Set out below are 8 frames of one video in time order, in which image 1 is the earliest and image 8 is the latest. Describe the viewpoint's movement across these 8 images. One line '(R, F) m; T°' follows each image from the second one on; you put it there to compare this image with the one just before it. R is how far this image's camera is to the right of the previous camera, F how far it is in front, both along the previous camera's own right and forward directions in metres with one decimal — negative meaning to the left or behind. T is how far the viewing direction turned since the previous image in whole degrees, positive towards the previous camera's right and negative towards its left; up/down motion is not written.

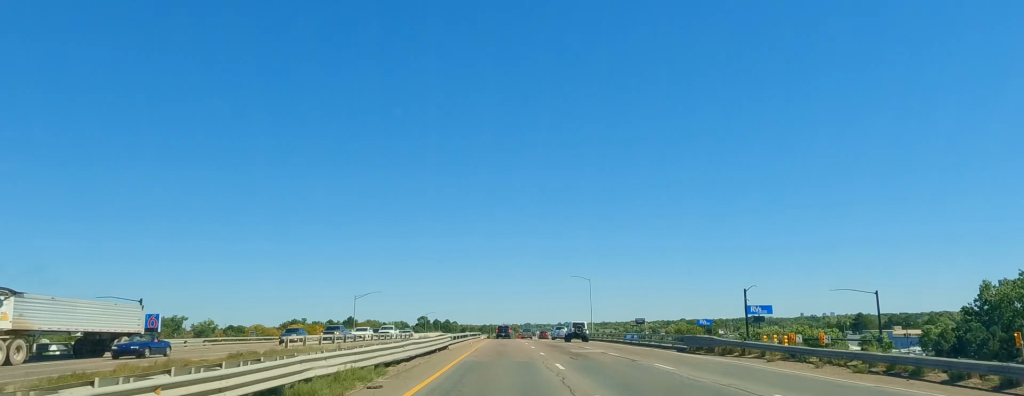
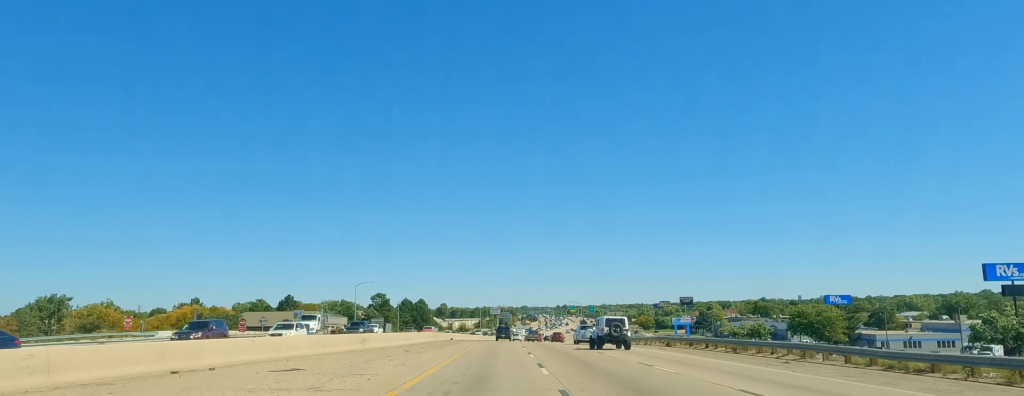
(0.0, +111.1) m; 0°
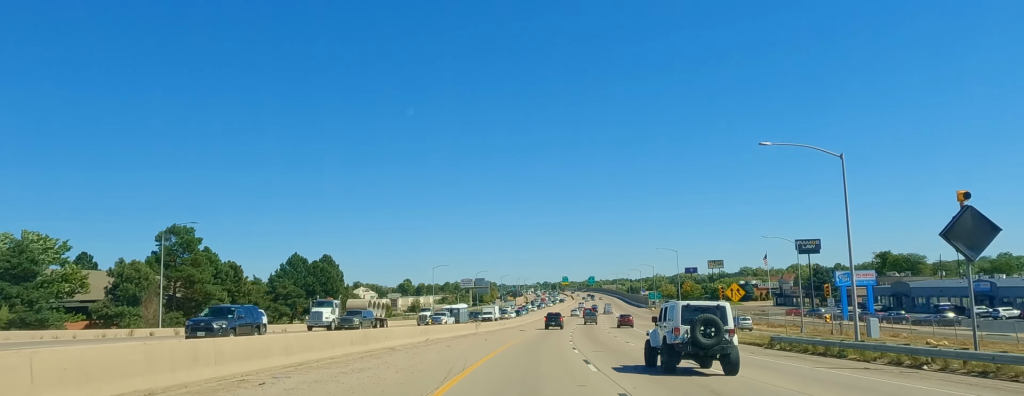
(+4.1, +134.6) m; +5°
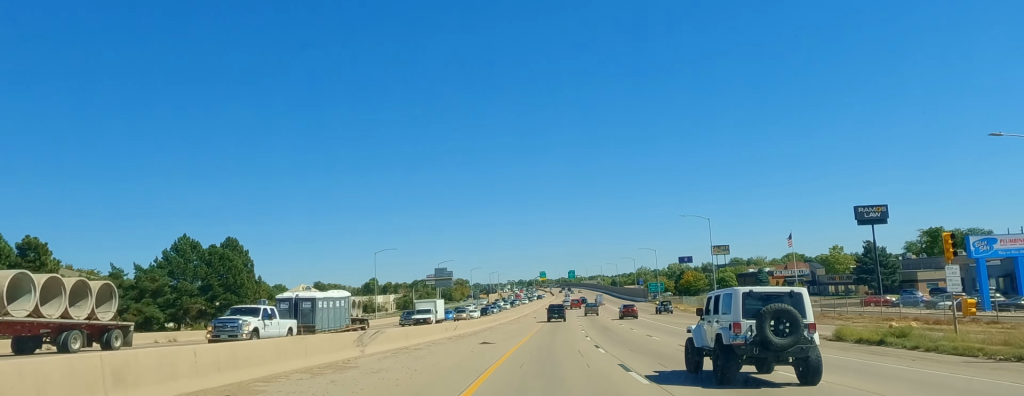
(+0.1, +41.3) m; +2°
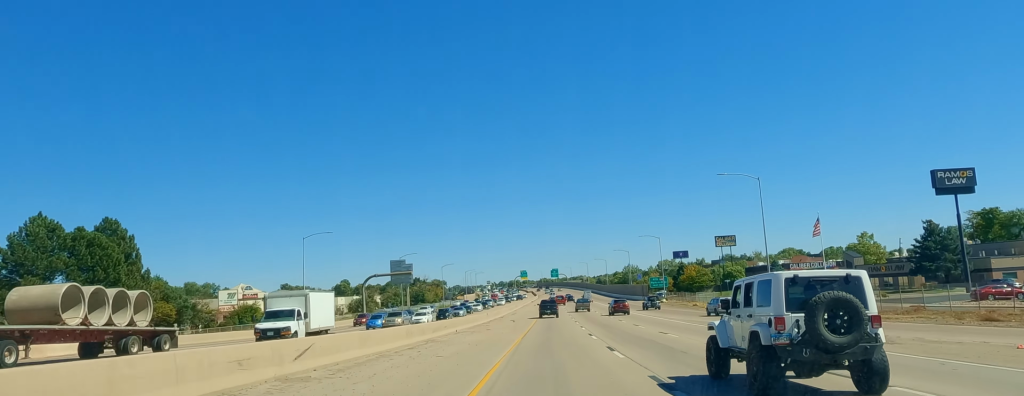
(+0.9, +29.9) m; +1°
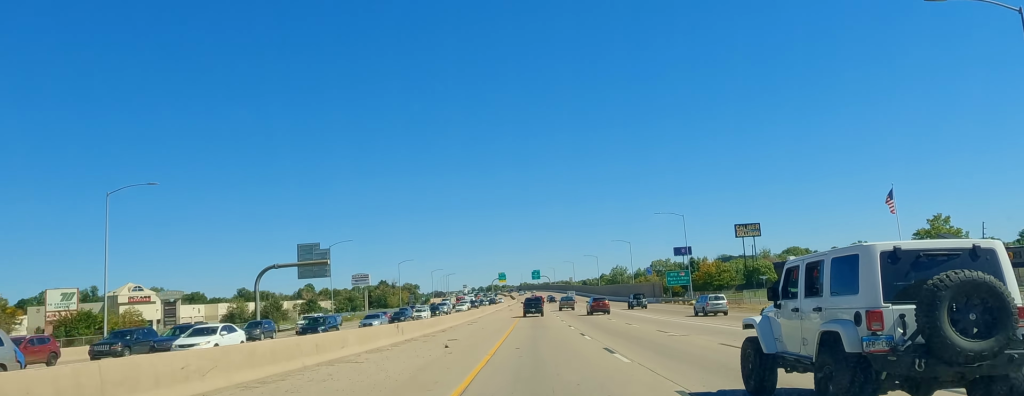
(+1.4, +40.3) m; +1°
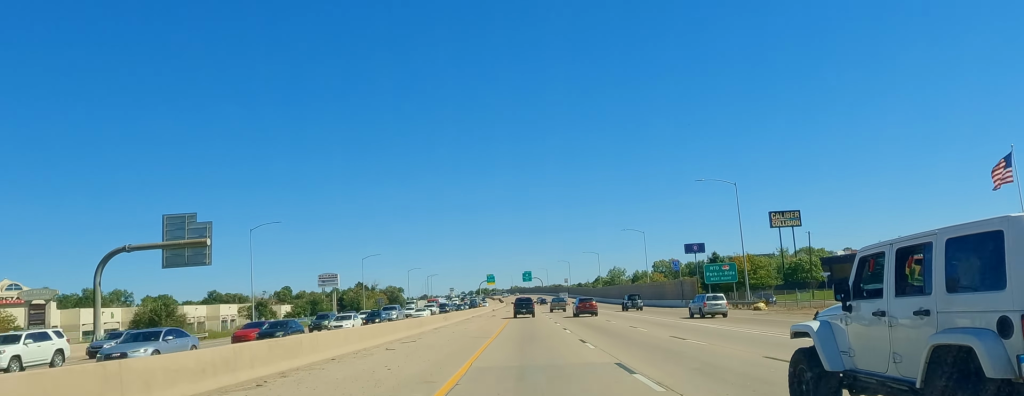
(-0.4, +29.9) m; 0°
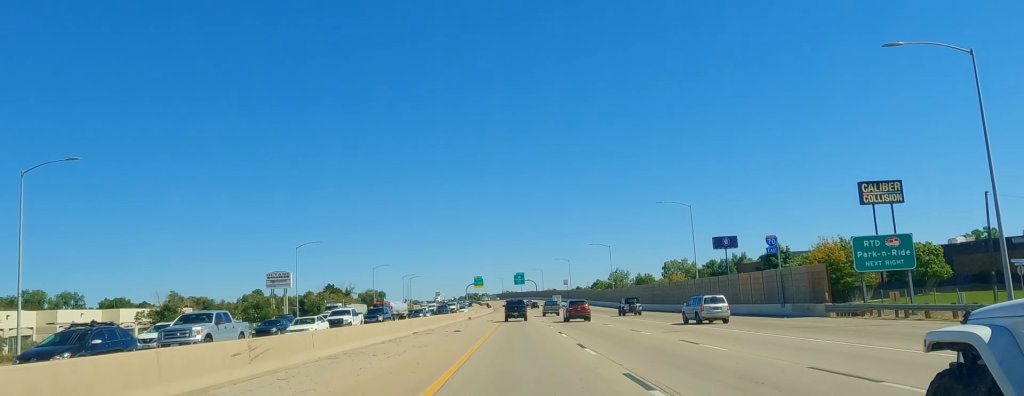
(-0.9, +39.1) m; 0°
